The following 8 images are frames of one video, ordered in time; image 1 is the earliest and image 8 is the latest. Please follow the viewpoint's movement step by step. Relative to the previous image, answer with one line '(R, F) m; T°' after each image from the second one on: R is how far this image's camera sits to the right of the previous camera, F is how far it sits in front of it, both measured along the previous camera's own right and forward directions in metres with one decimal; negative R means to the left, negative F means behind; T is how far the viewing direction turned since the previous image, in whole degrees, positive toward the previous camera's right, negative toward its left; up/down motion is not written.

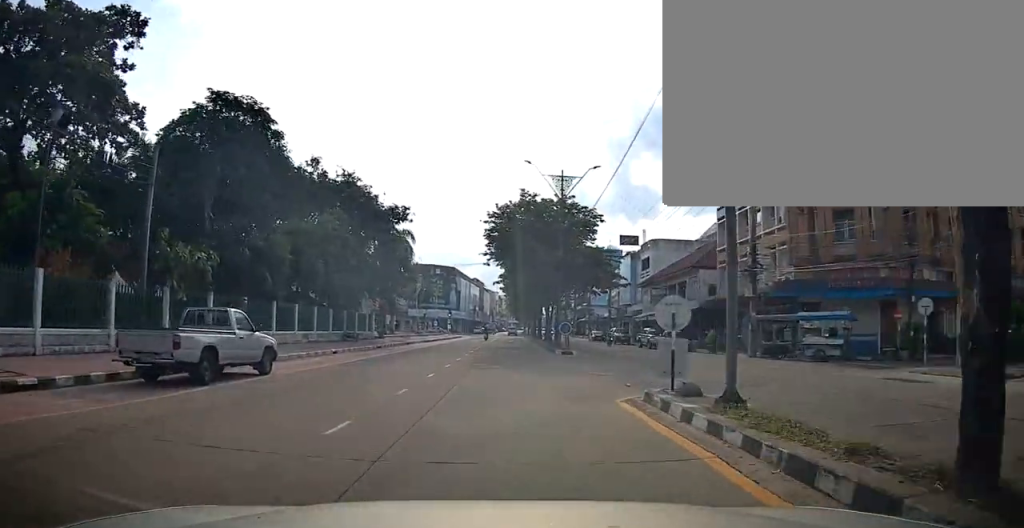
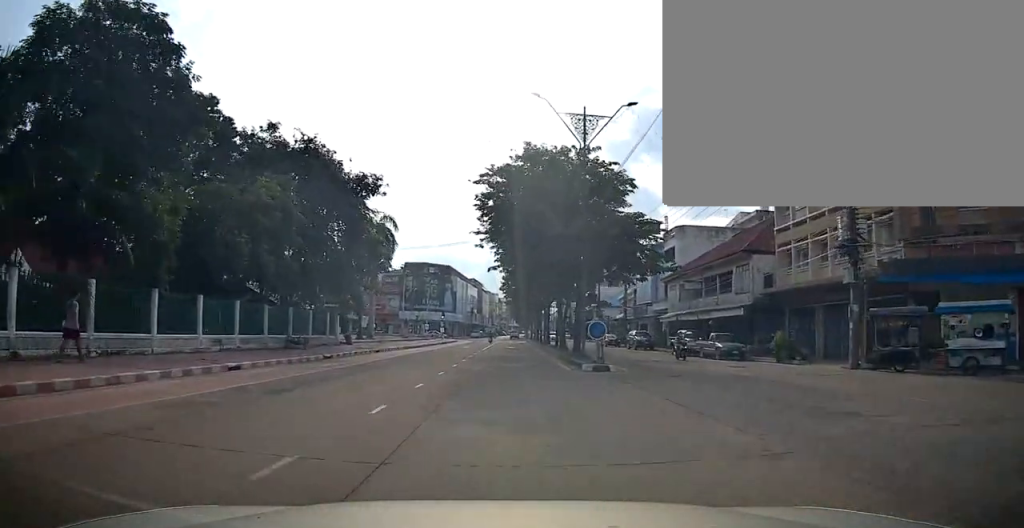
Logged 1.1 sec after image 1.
(0.0, +10.3) m; -1°
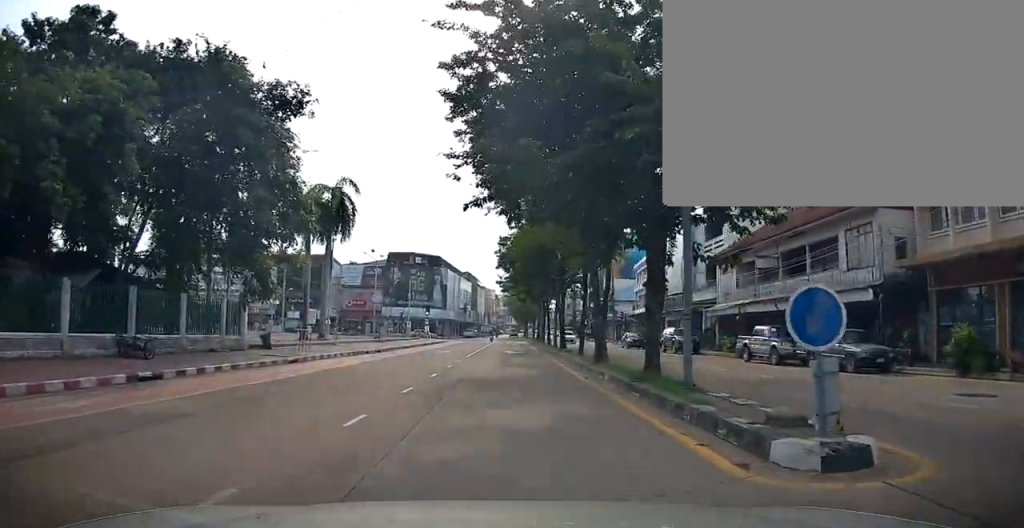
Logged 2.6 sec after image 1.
(-0.2, +13.6) m; 0°
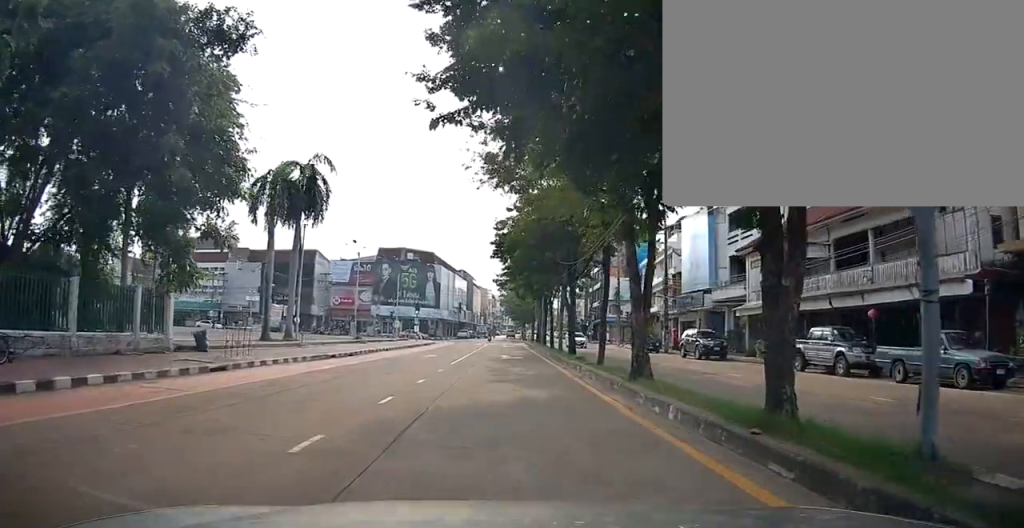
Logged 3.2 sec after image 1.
(+0.1, +5.8) m; 0°
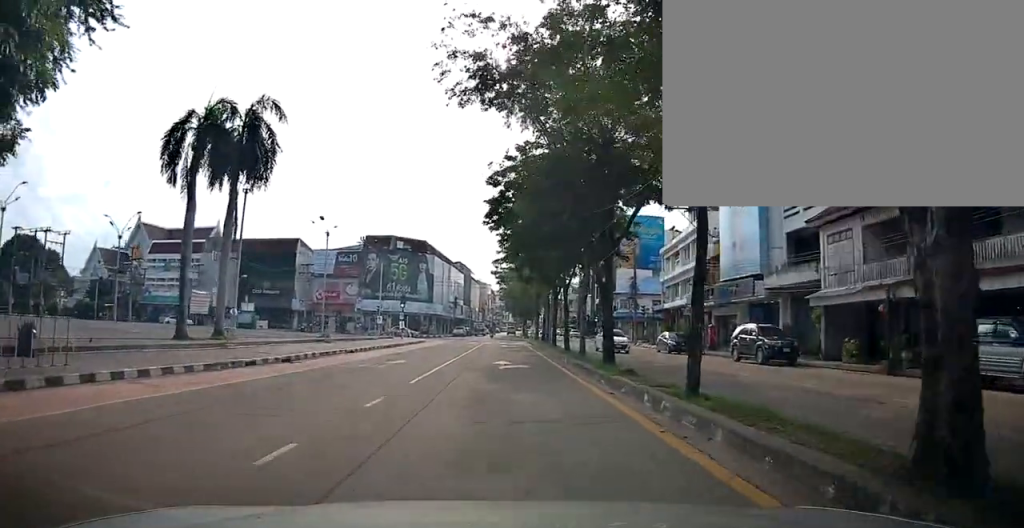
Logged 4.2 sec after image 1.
(0.0, +8.7) m; 0°
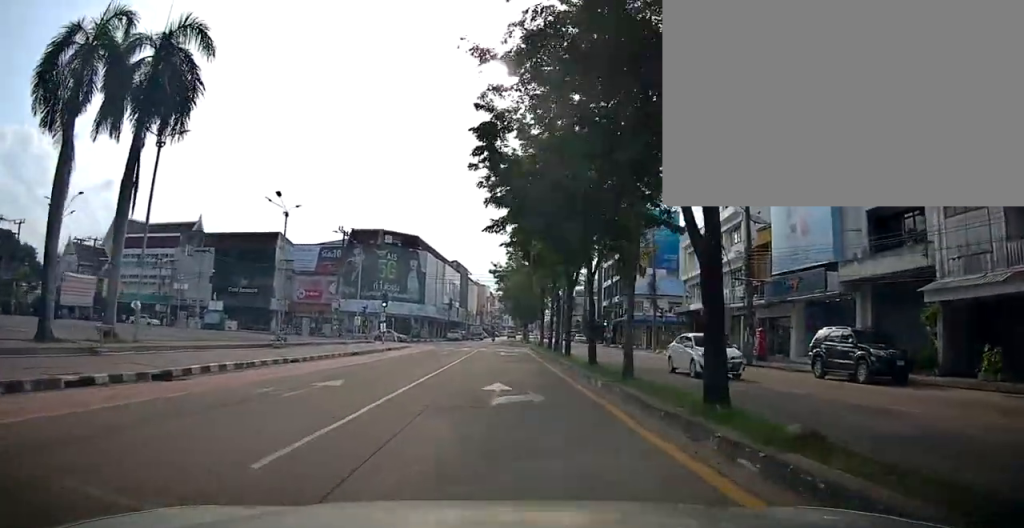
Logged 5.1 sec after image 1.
(-0.1, +7.8) m; 0°
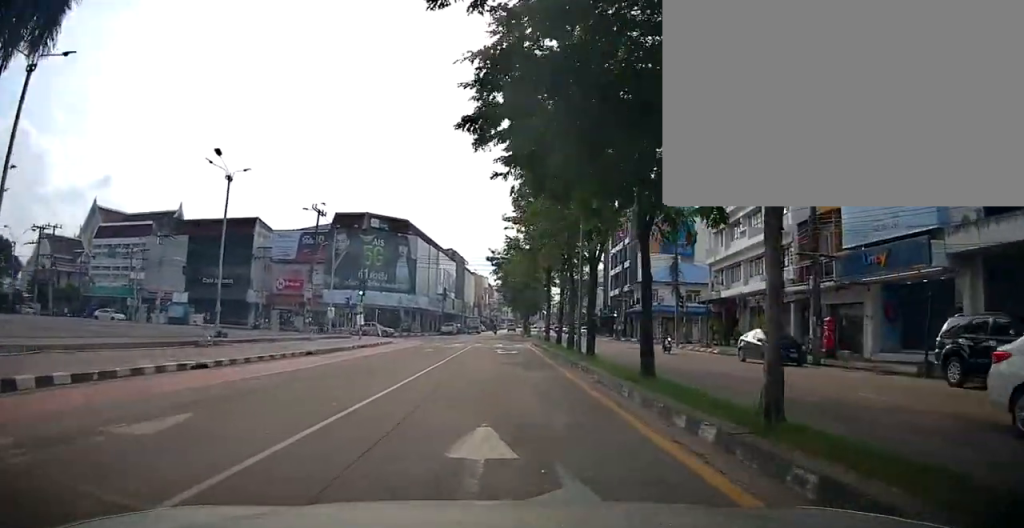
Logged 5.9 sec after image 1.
(0.0, +7.0) m; +1°
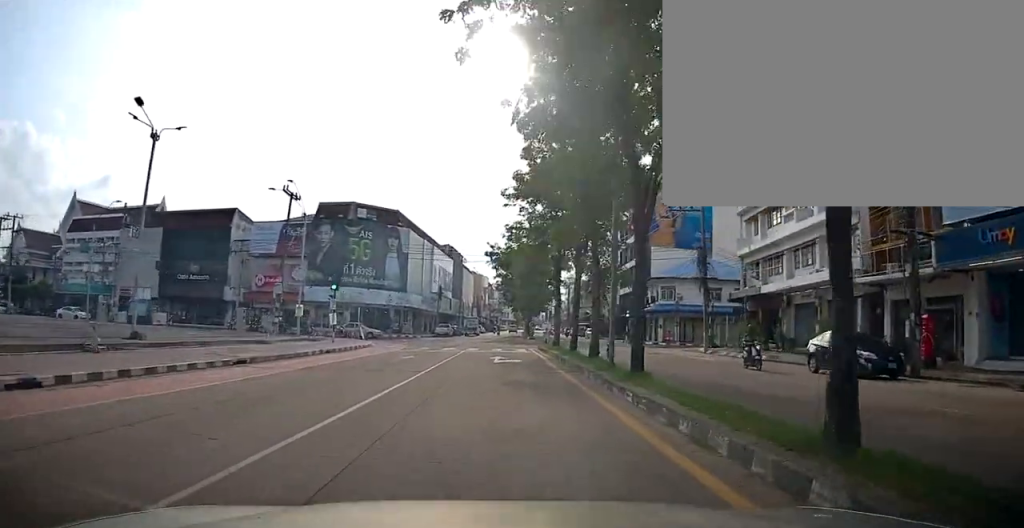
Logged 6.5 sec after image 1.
(+0.1, +6.3) m; 0°
